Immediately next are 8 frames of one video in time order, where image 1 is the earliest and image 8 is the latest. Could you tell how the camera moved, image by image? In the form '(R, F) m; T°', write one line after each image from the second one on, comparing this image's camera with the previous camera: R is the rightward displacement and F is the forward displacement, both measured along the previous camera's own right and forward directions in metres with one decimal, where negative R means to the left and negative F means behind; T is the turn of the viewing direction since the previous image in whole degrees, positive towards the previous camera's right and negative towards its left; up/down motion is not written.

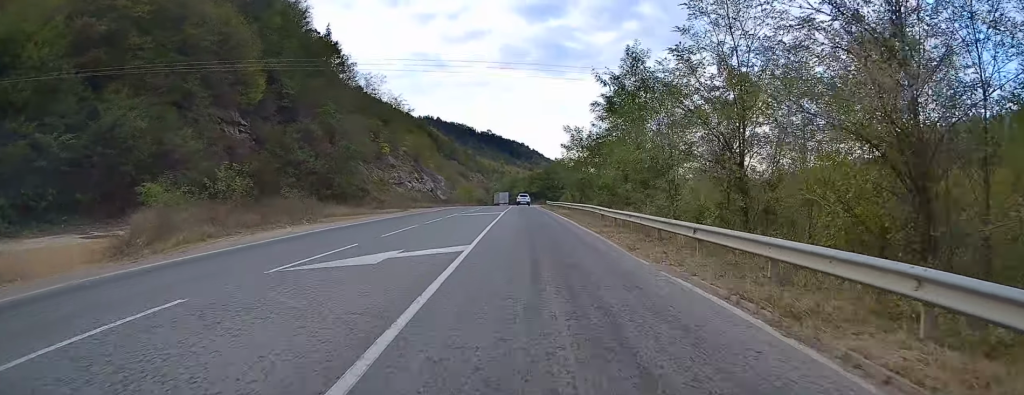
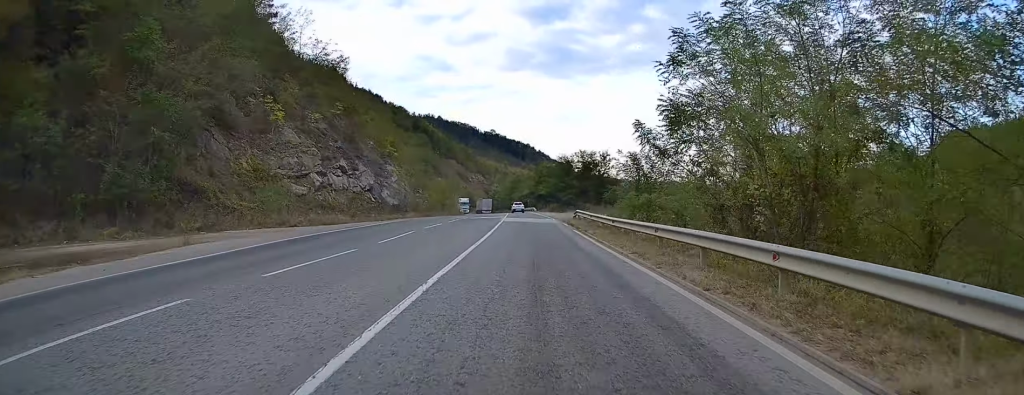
(-1.0, +44.7) m; -1°
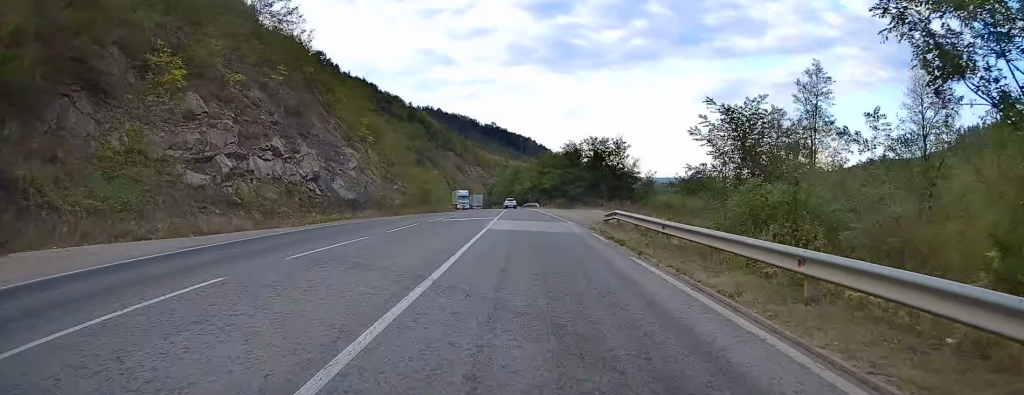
(+0.3, +16.8) m; 0°
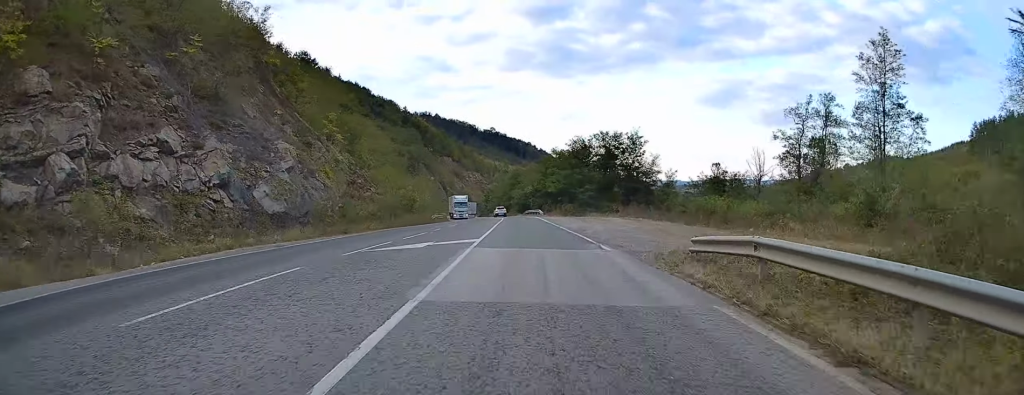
(0.0, +14.4) m; 0°
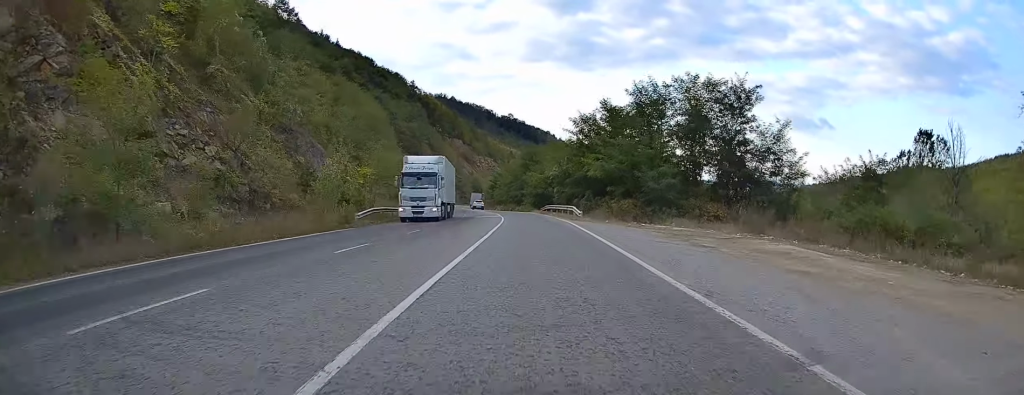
(-0.1, +37.8) m; -1°
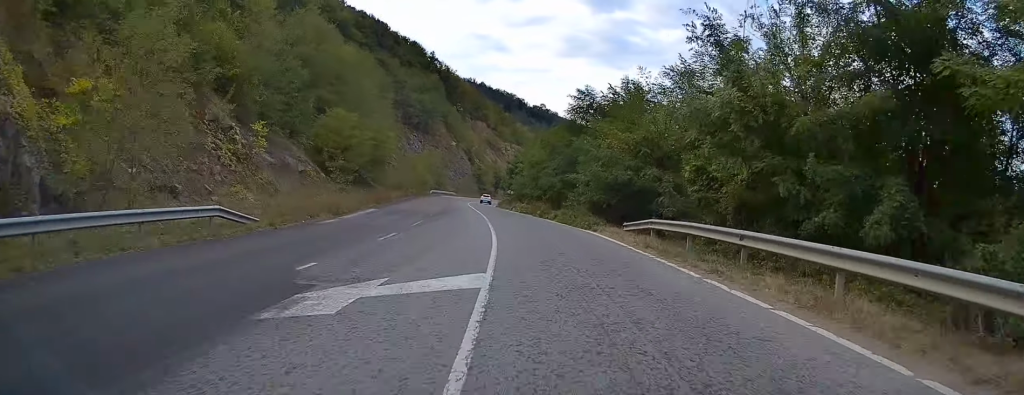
(-1.0, +44.1) m; -3°
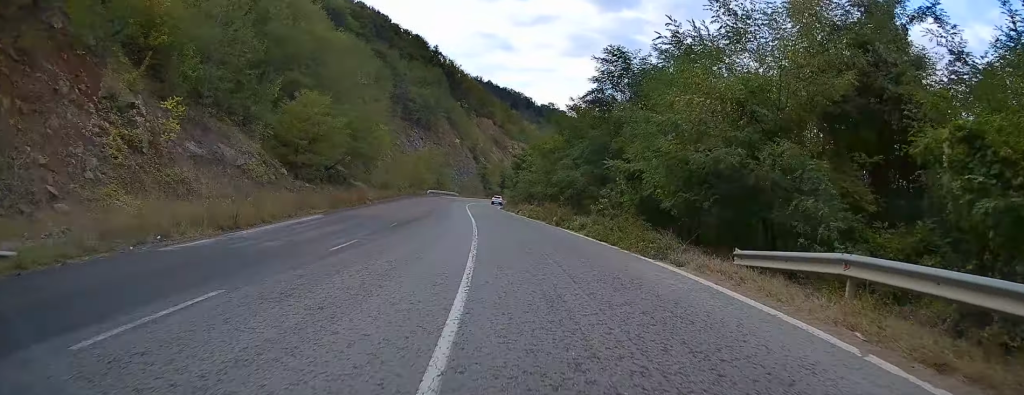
(-0.1, +12.7) m; -1°
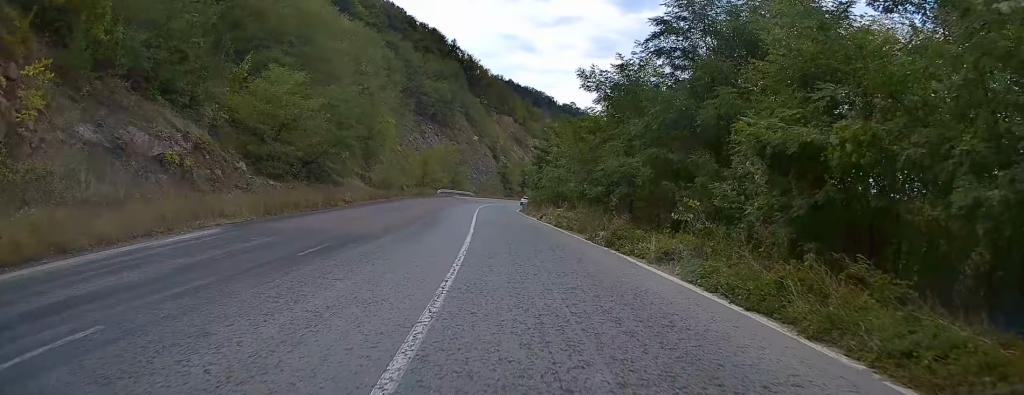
(-0.1, +11.8) m; -1°
